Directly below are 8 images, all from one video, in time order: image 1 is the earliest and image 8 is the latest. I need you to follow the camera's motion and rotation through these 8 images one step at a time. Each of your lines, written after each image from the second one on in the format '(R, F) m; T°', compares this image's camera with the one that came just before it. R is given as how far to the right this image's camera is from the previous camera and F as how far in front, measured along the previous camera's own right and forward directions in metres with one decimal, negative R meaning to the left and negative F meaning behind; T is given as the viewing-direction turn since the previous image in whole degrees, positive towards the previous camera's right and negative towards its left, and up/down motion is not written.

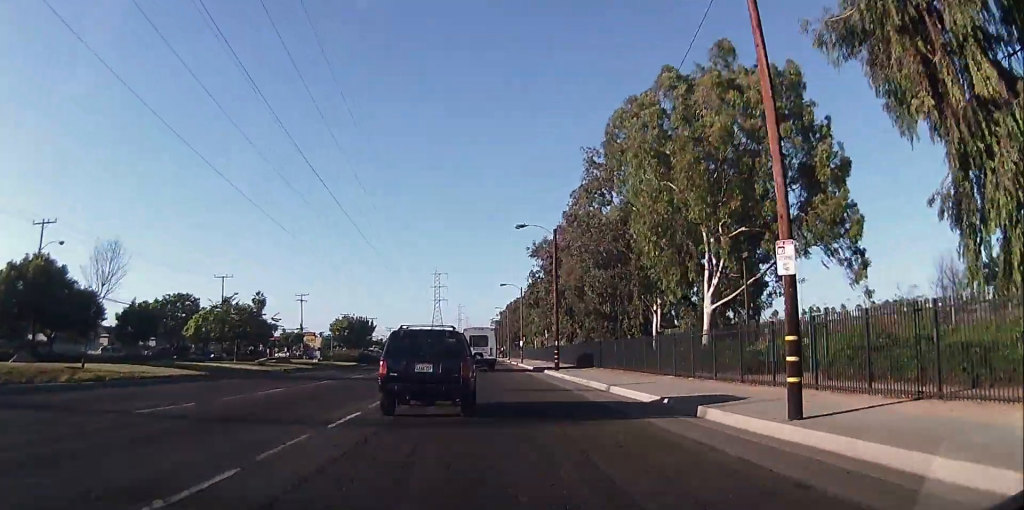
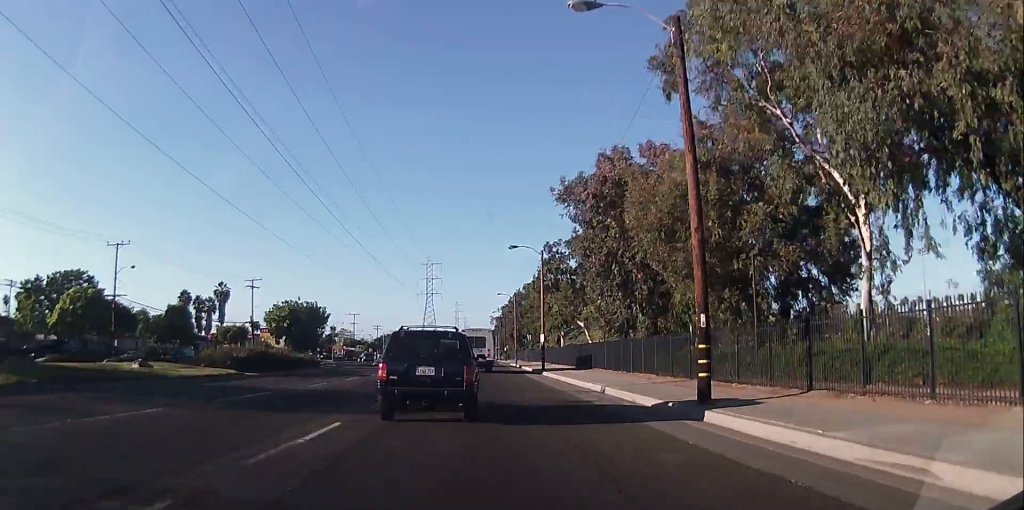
(0.0, +29.8) m; 0°
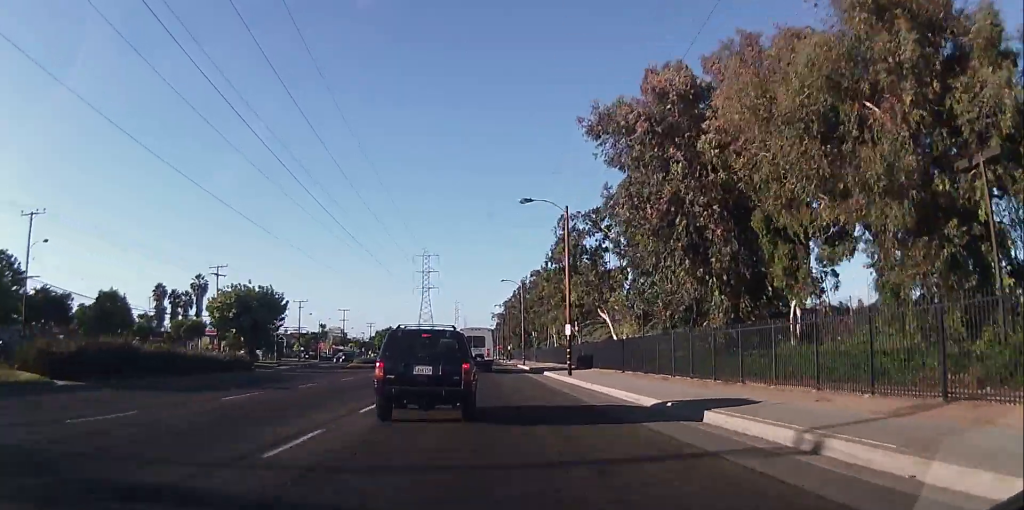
(0.0, +15.6) m; 0°
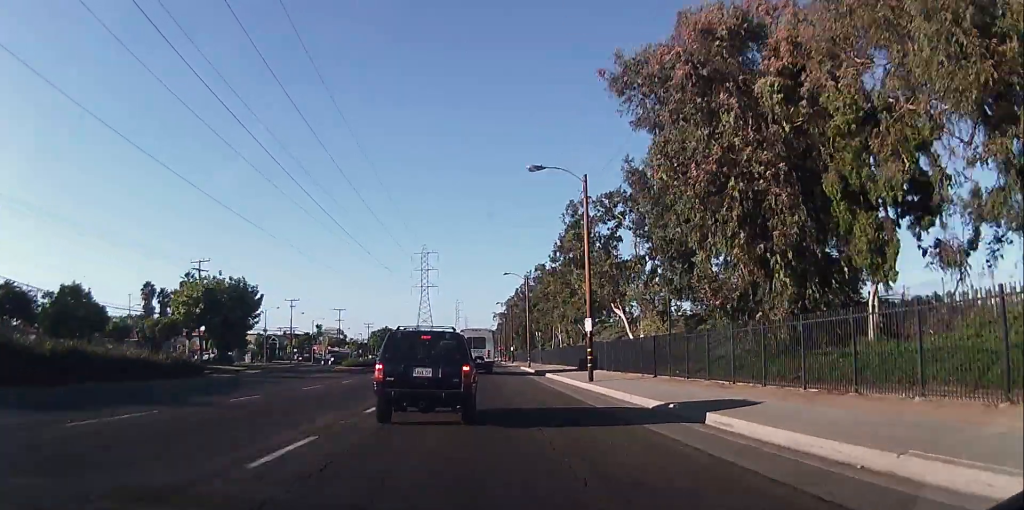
(0.0, +6.9) m; 0°
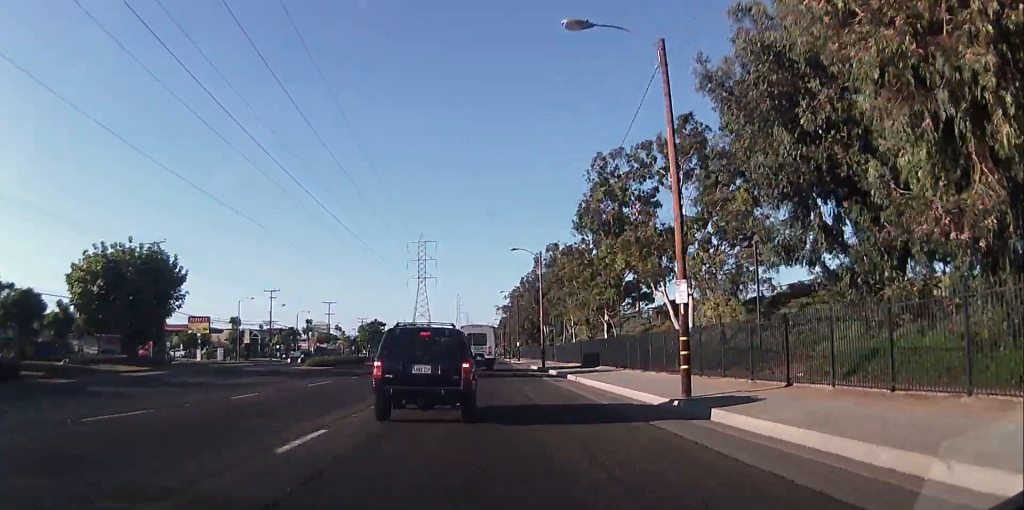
(0.0, +13.7) m; 0°
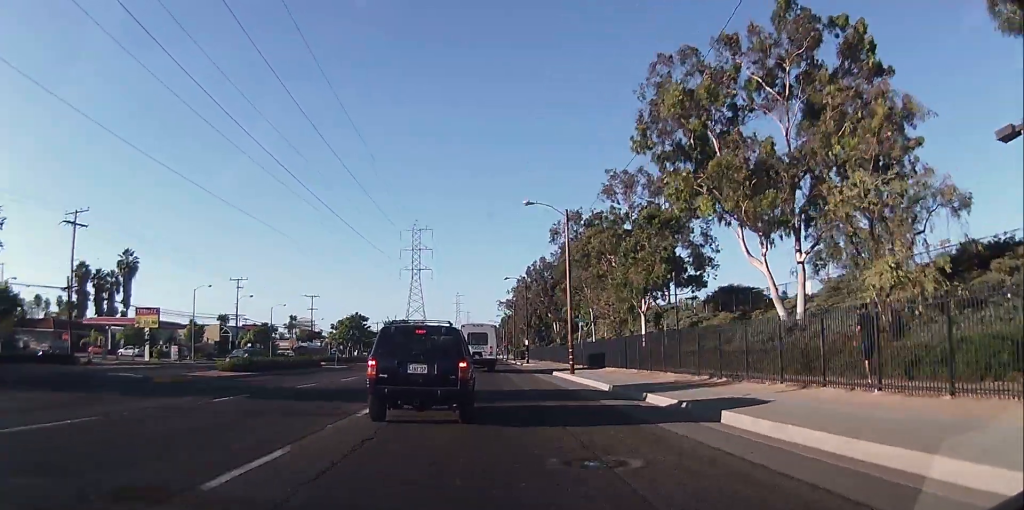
(0.0, +16.9) m; 0°
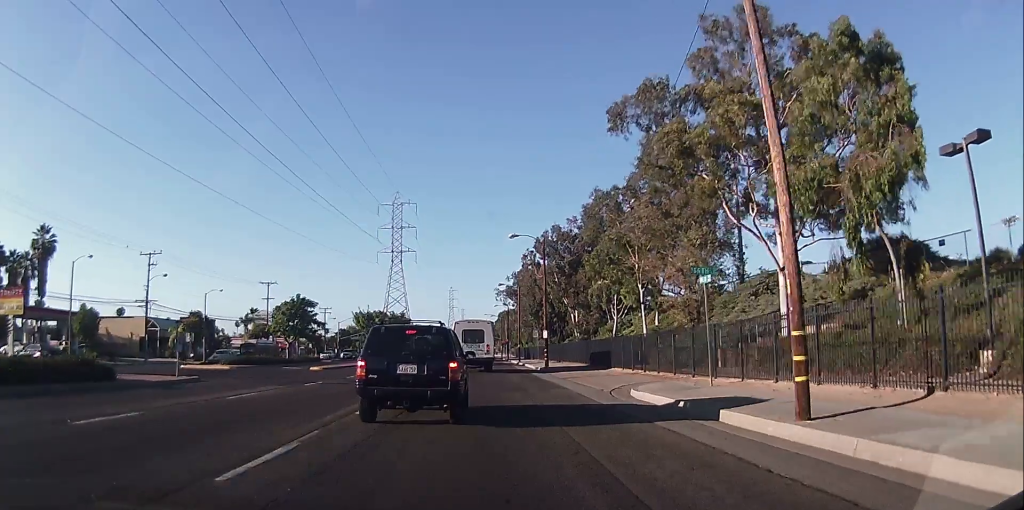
(-0.6, +27.6) m; -2°
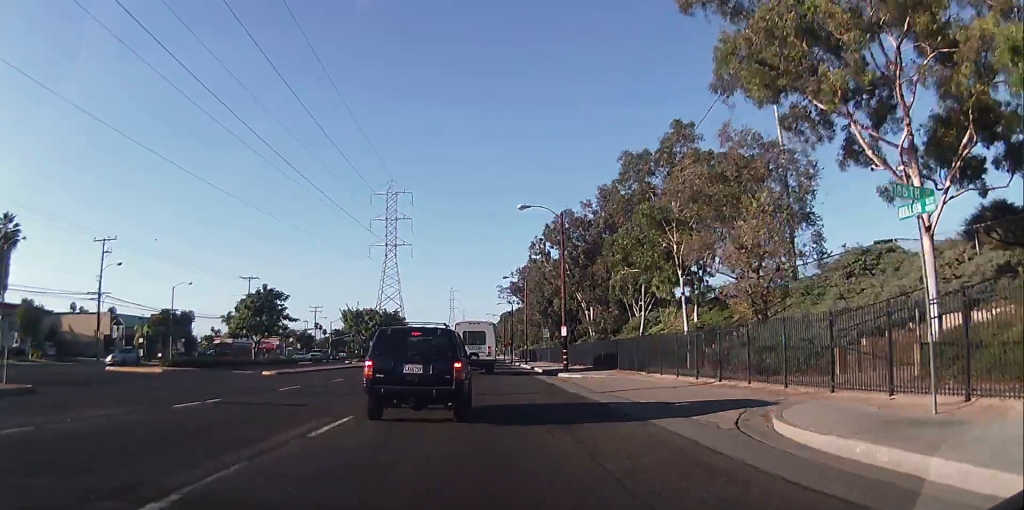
(0.0, +10.8) m; +1°
